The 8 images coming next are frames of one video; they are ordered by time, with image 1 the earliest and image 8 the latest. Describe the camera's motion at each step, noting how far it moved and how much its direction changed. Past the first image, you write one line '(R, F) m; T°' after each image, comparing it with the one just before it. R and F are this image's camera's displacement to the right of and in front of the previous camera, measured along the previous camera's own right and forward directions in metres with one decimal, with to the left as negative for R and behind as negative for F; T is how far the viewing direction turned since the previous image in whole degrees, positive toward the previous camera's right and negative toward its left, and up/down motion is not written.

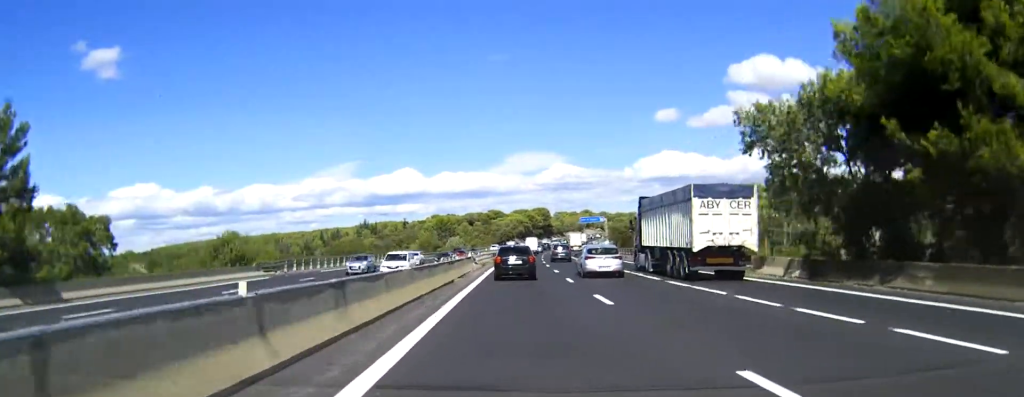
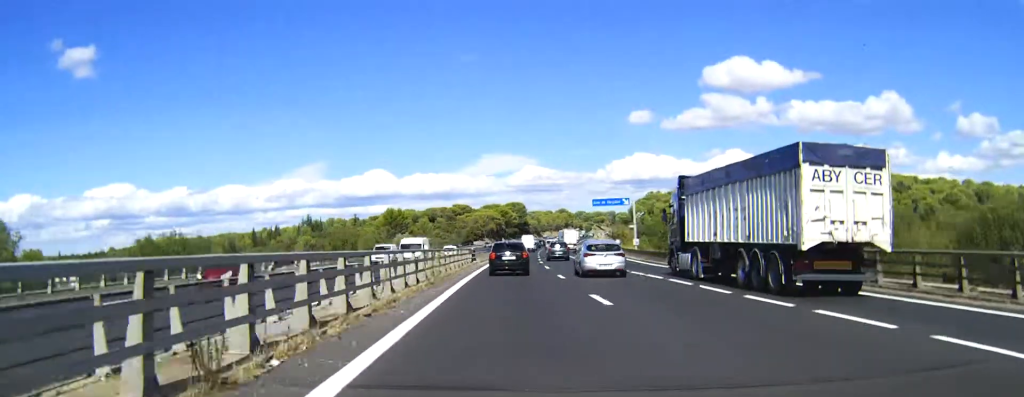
(+1.0, +62.3) m; +2°
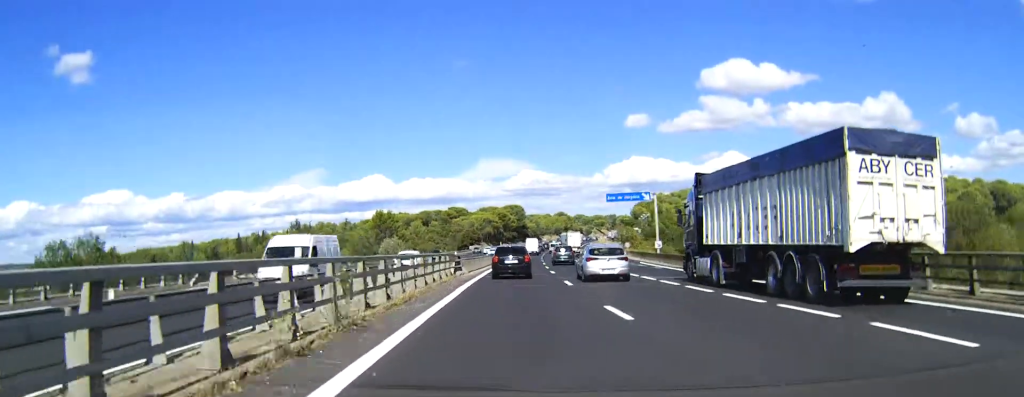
(+0.1, +15.4) m; +1°
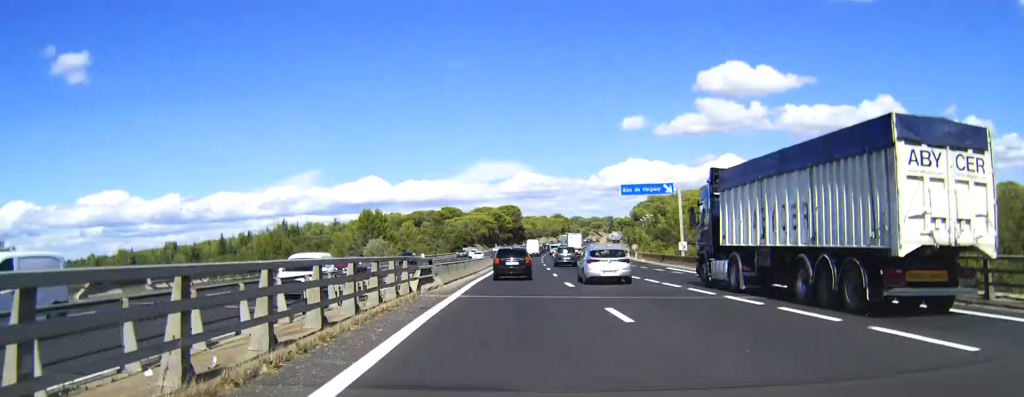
(+0.1, +13.1) m; 0°
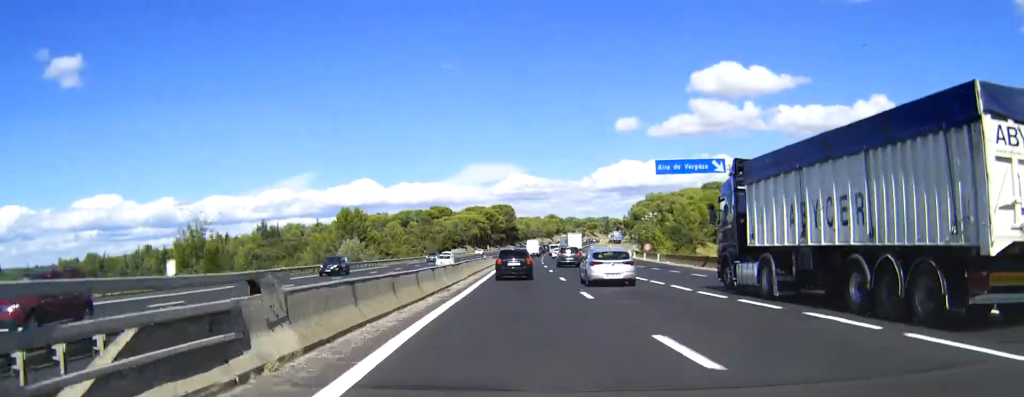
(+0.1, +18.5) m; 0°
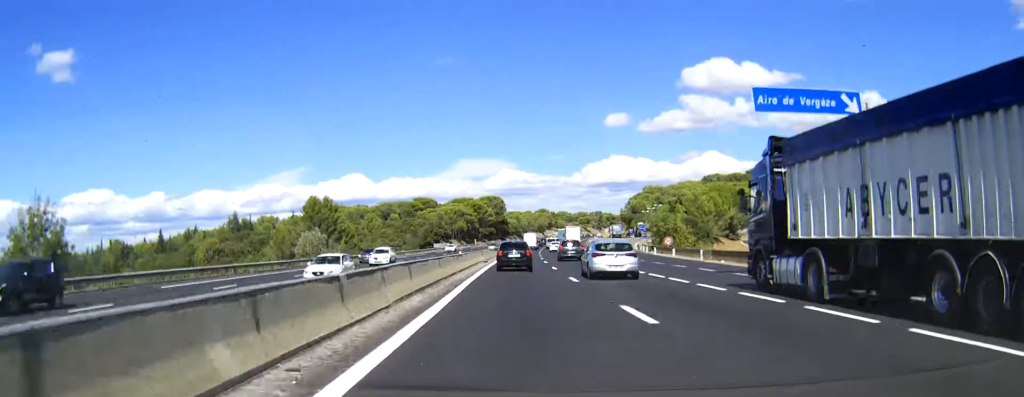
(-0.1, +21.6) m; +1°
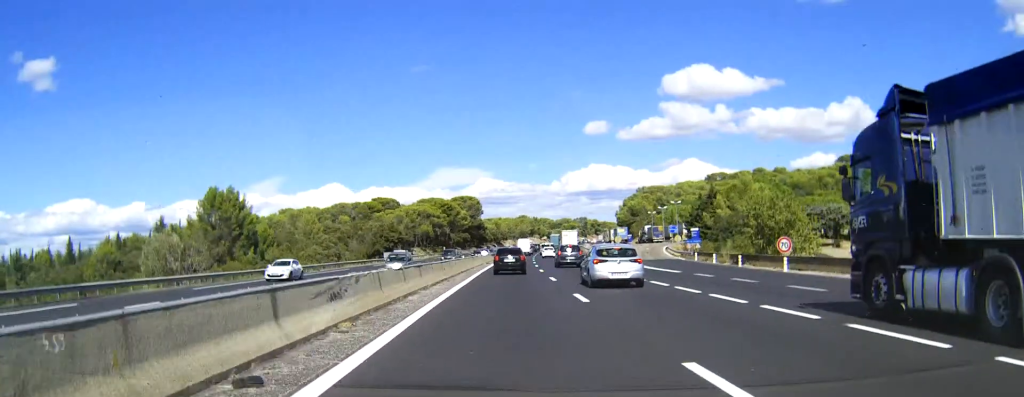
(+0.7, +45.8) m; +1°
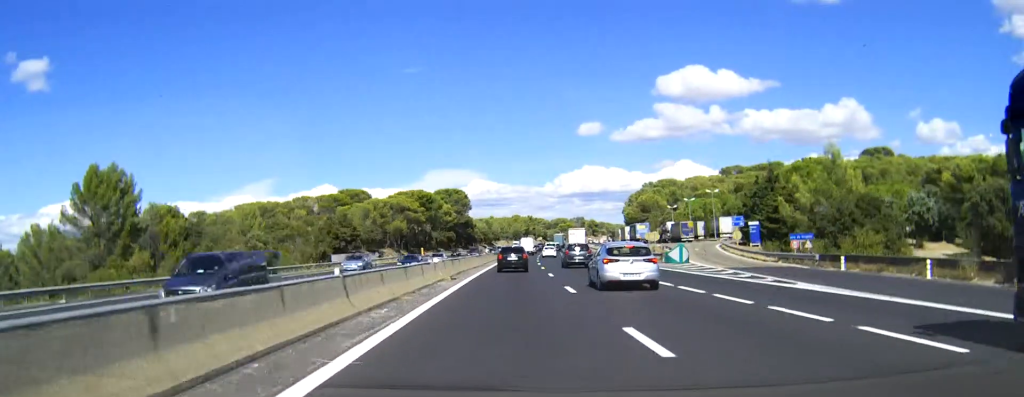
(+0.1, +35.0) m; +1°
